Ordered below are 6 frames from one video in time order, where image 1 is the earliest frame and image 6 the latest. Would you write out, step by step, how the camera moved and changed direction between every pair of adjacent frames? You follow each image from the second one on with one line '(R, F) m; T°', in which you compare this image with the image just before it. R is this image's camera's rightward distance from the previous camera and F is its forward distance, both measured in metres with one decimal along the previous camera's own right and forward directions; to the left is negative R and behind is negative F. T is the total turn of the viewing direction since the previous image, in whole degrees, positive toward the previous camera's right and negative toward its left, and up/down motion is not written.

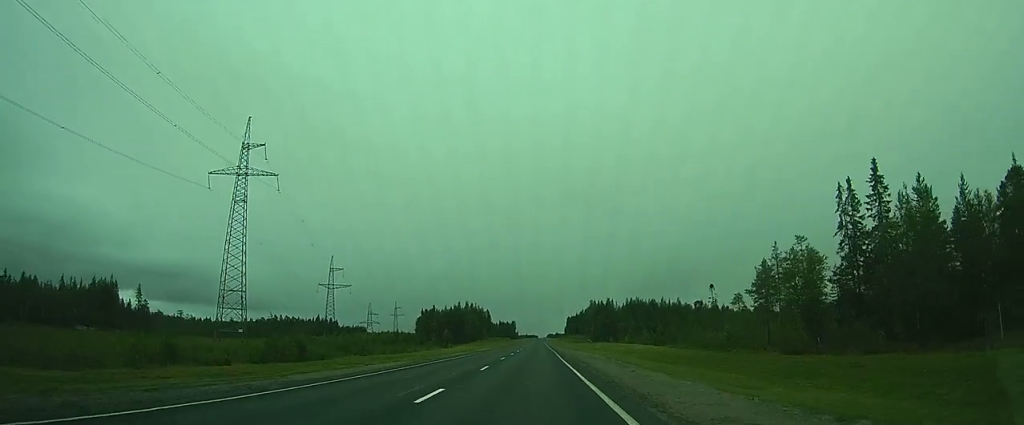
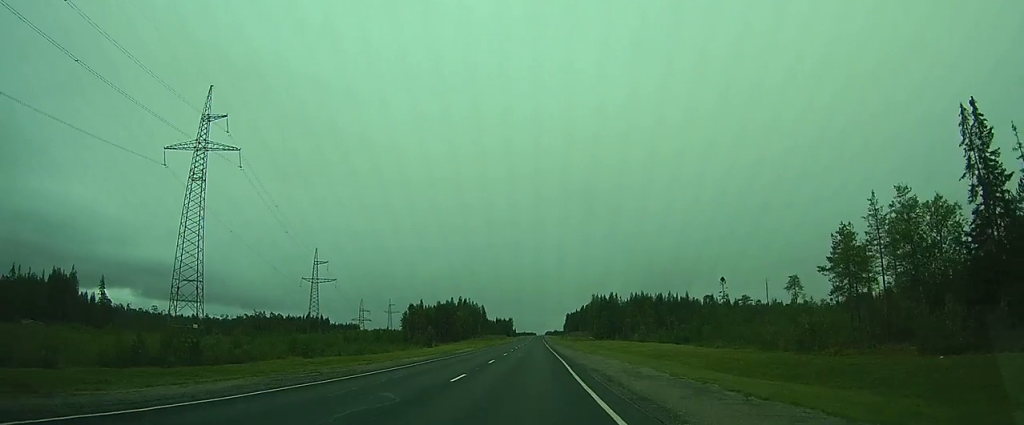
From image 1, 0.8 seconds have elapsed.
(-0.1, +18.5) m; 0°
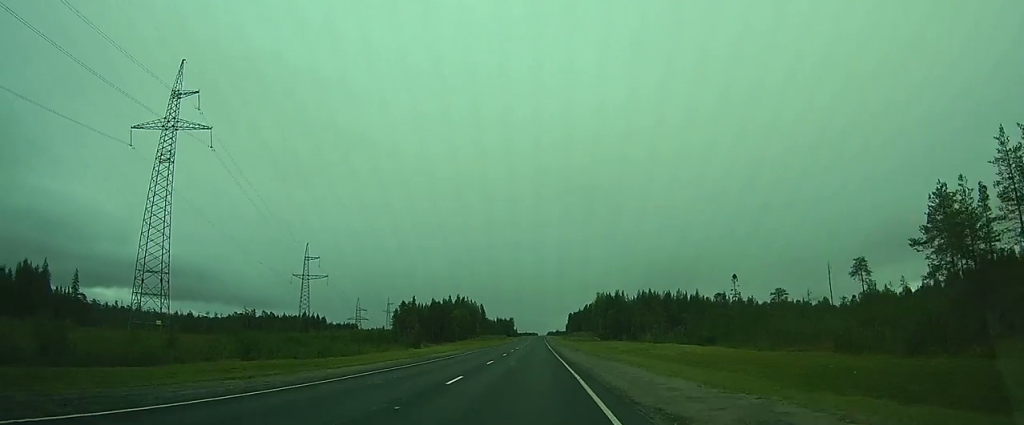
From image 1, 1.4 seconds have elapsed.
(0.0, +13.1) m; 0°
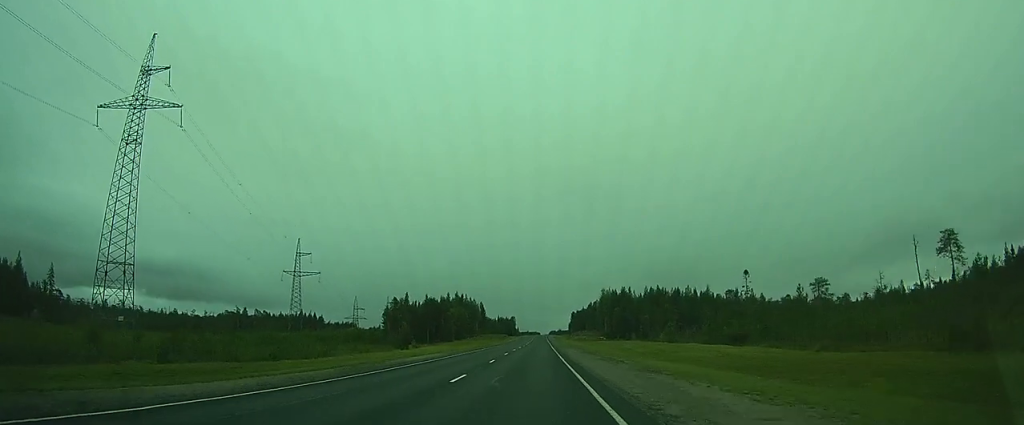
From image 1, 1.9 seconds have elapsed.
(0.0, +11.6) m; 0°
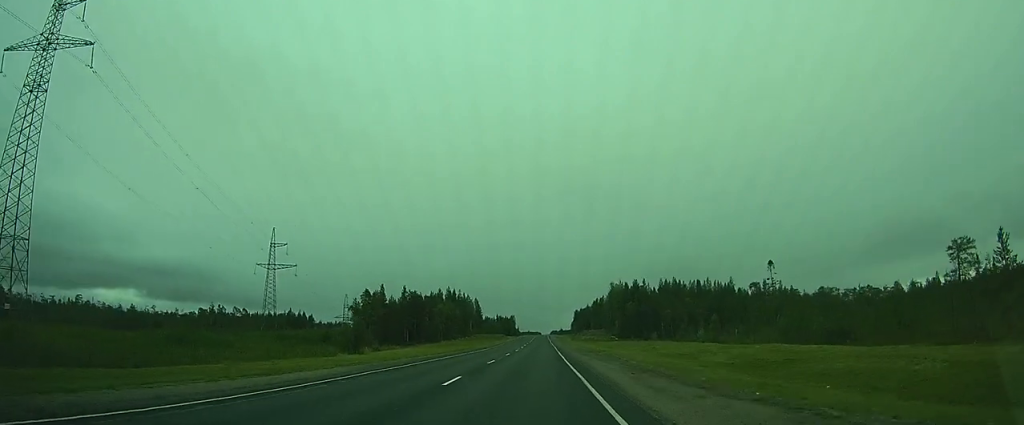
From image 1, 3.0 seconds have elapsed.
(+0.1, +25.6) m; 0°
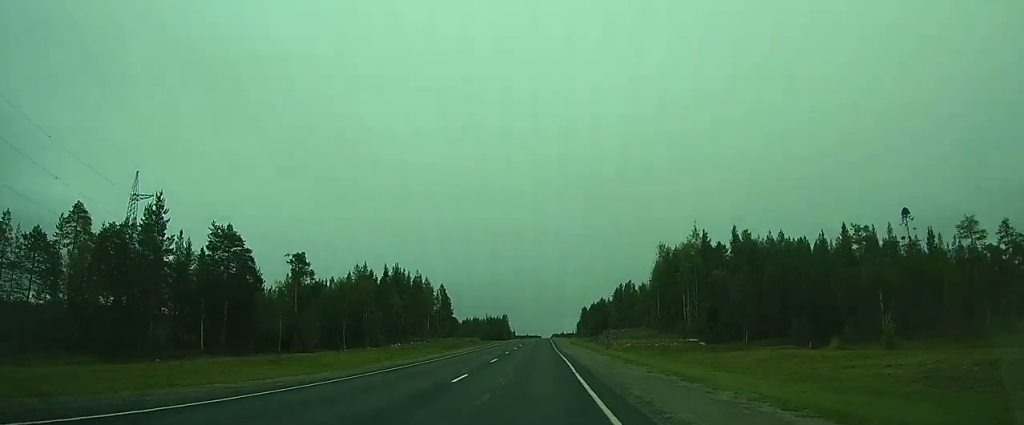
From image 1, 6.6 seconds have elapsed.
(+0.1, +84.7) m; +1°
